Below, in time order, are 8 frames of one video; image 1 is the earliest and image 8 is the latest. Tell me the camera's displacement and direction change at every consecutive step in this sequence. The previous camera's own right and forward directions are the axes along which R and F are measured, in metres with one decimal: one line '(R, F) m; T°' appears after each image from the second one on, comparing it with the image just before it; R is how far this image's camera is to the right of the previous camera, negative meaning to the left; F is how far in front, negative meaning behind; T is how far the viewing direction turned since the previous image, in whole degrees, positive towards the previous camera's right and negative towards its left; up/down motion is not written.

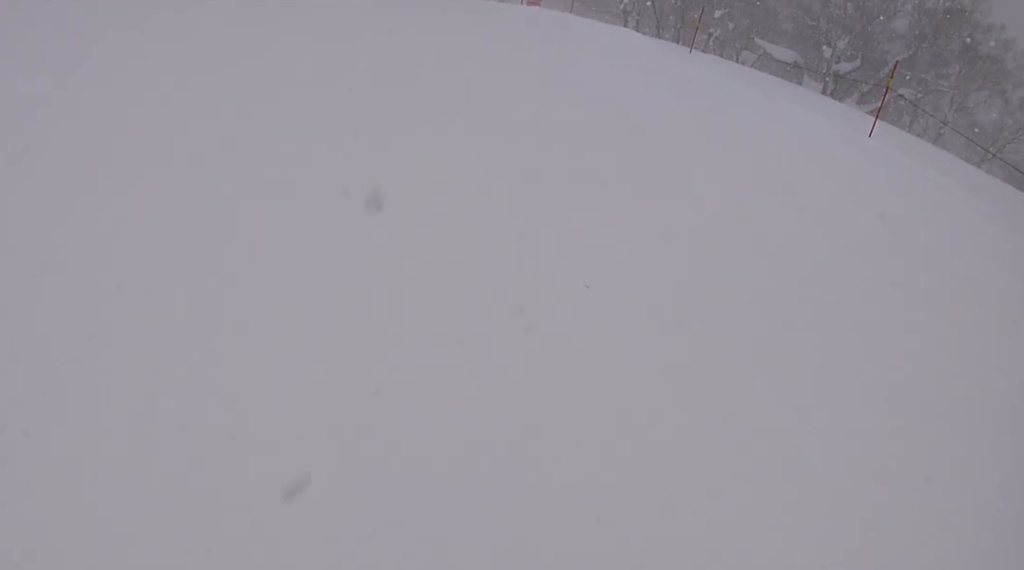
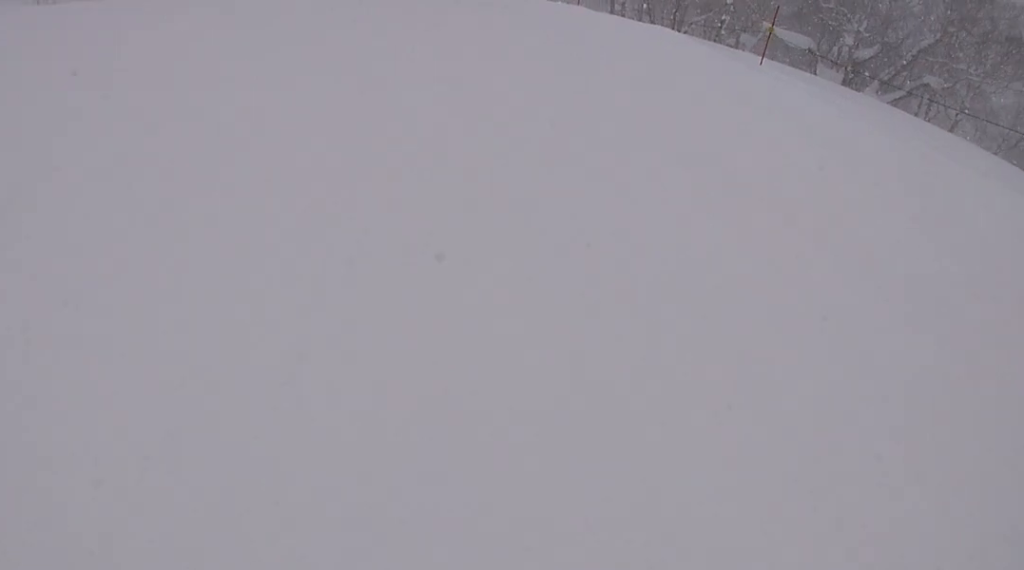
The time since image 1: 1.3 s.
(+0.5, +5.4) m; +6°
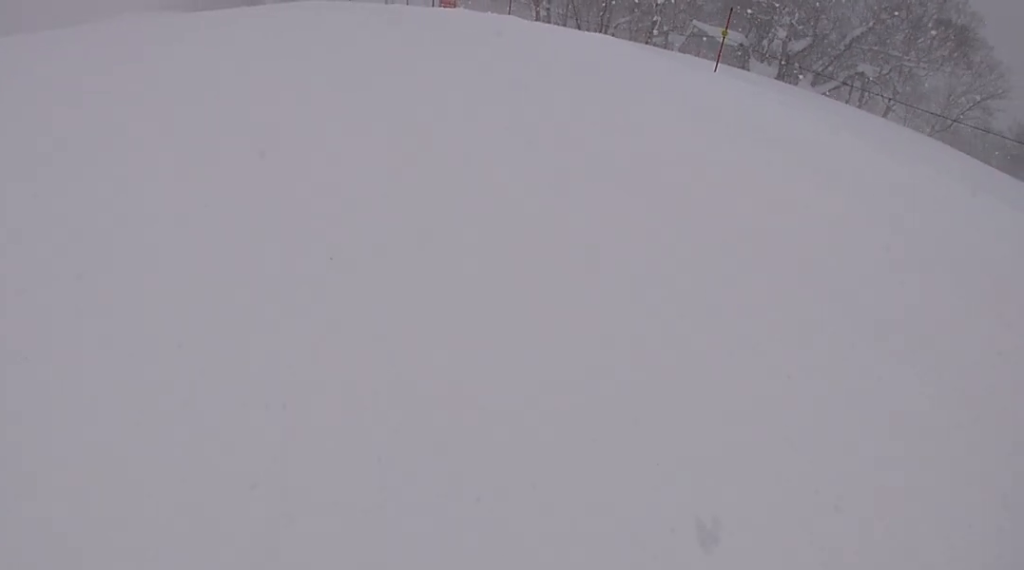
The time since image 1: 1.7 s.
(0.0, +1.7) m; 0°
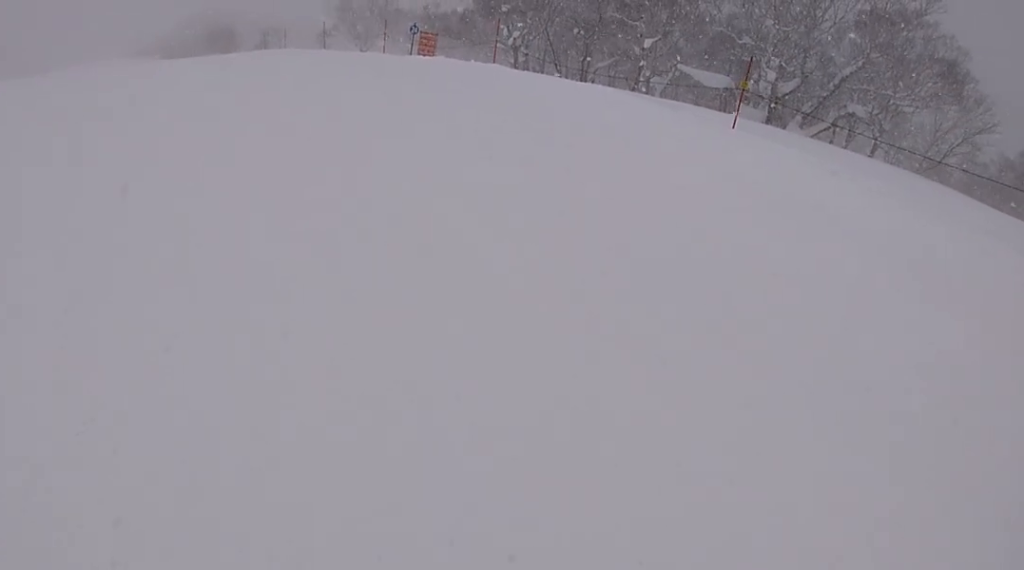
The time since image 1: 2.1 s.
(0.0, +2.1) m; -3°
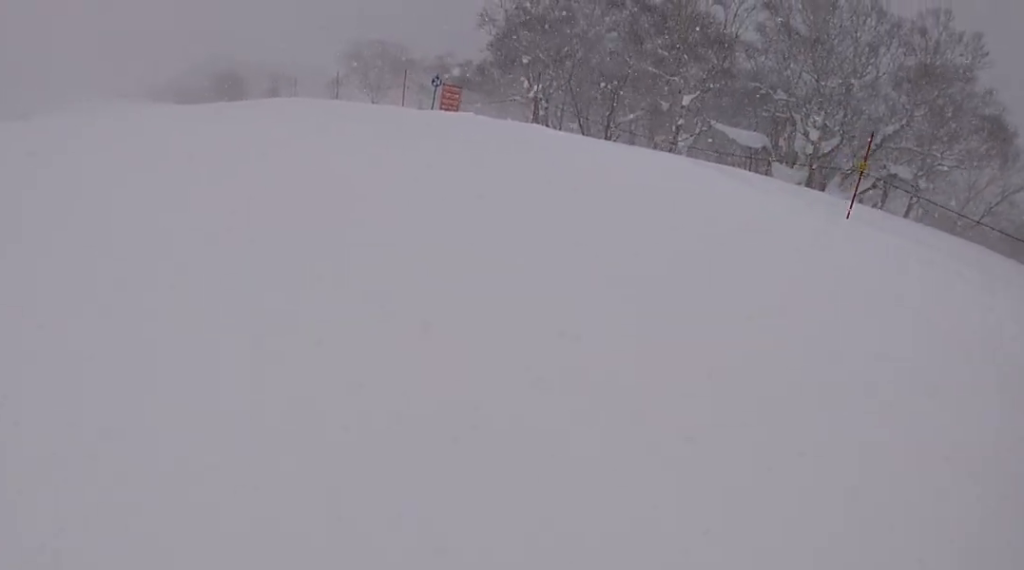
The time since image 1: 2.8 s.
(0.0, +3.1) m; -6°
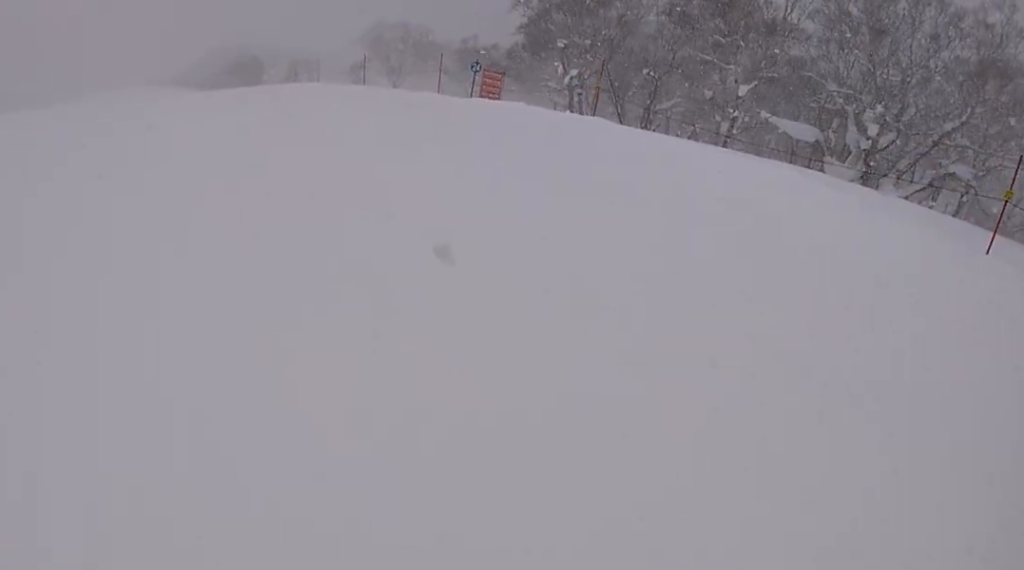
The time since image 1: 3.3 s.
(-0.2, +2.3) m; -7°
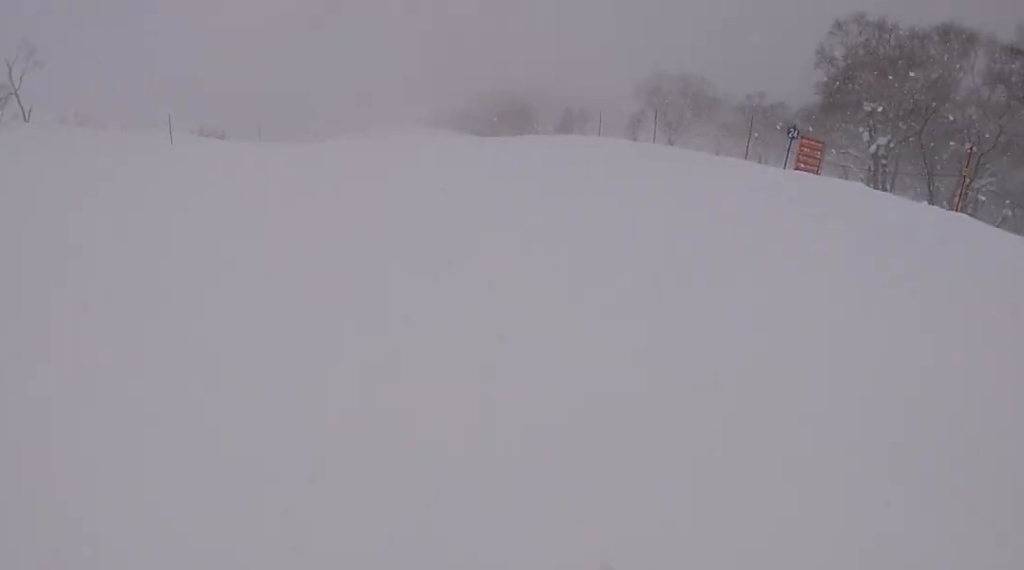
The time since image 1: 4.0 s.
(-0.2, +2.8) m; -4°
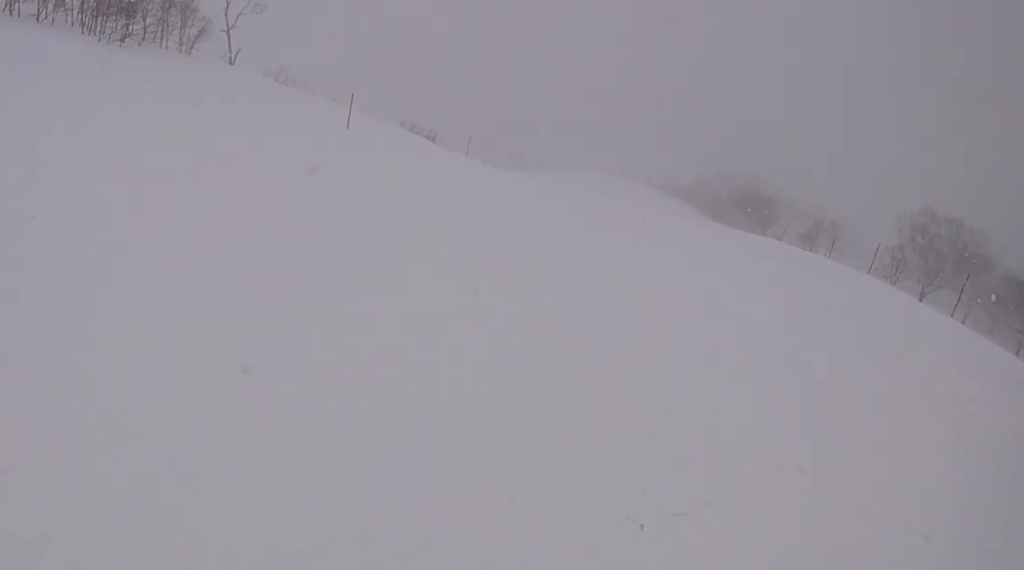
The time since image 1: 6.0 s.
(+0.1, +7.5) m; -20°
